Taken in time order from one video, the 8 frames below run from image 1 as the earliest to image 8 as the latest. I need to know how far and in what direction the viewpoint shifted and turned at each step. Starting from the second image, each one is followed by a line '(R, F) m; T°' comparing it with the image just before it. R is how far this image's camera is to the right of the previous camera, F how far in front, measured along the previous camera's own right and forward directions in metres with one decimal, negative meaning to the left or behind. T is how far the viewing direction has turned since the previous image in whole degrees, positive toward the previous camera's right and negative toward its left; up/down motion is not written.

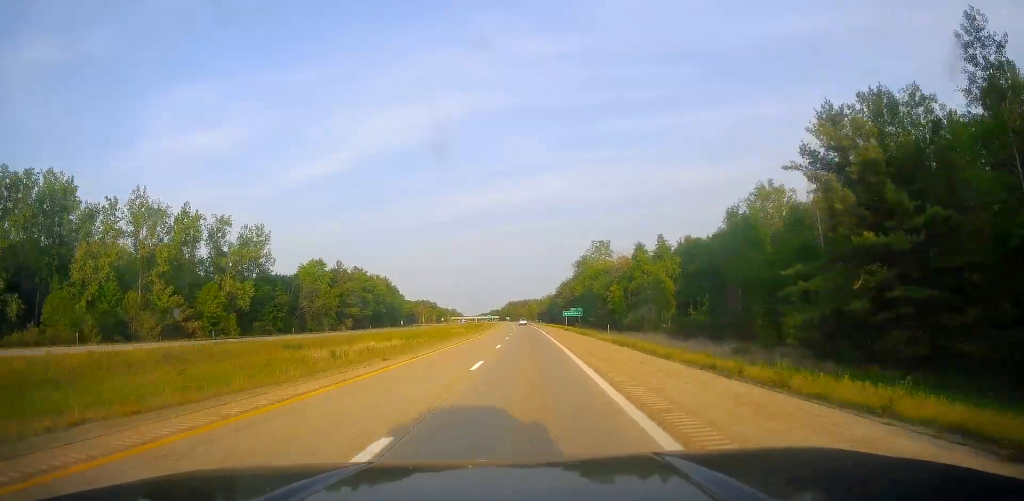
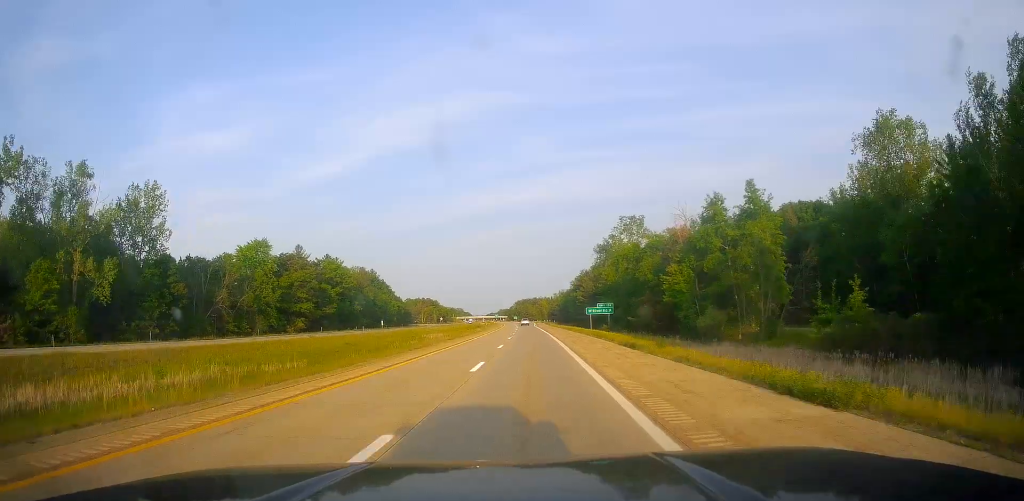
(-0.1, +45.7) m; -1°
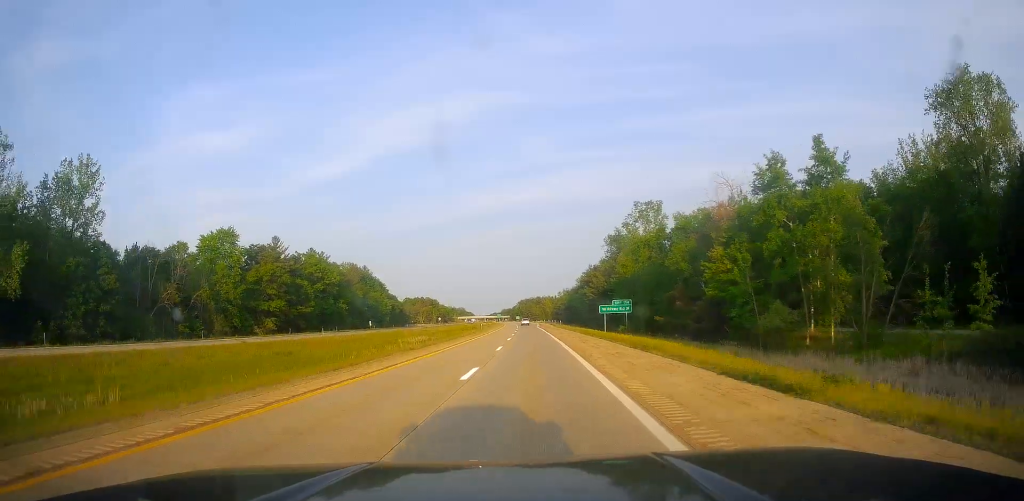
(-0.2, +18.0) m; 0°
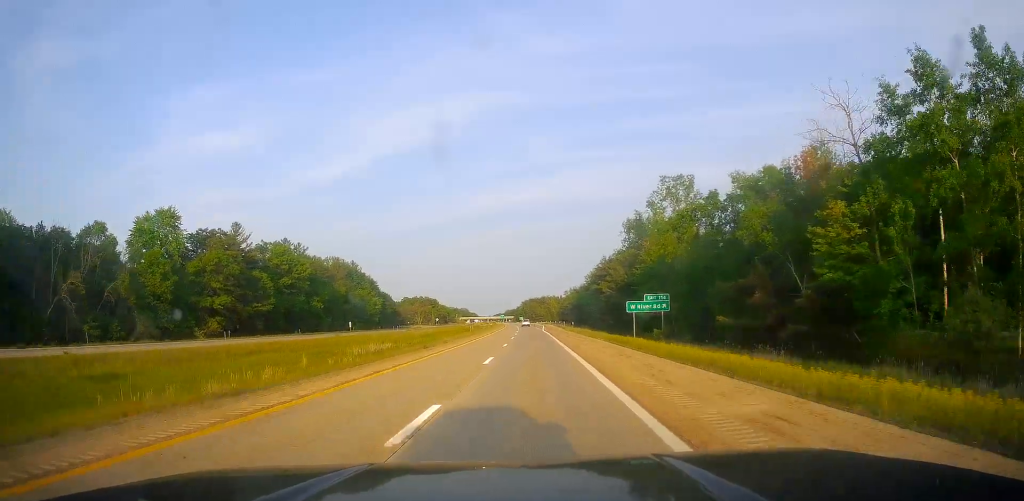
(-0.3, +23.9) m; 0°
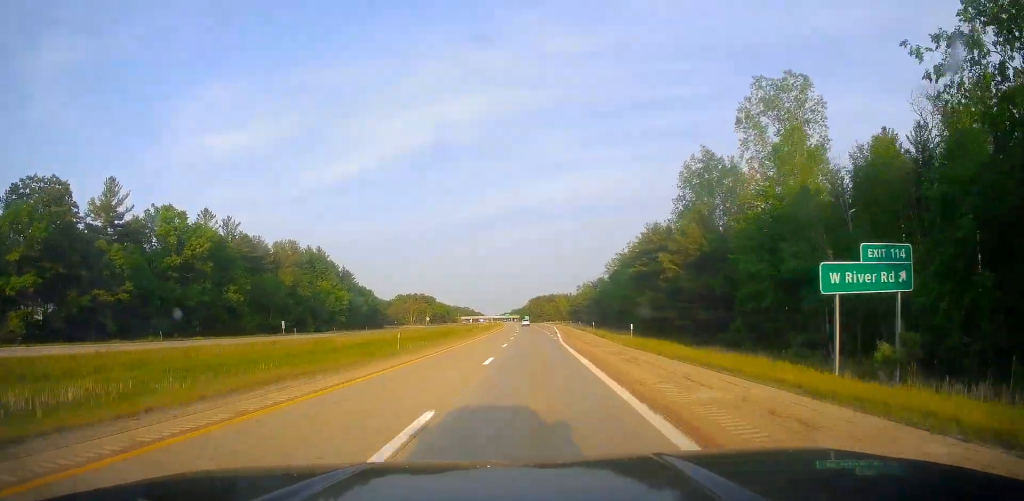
(0.0, +46.7) m; 0°
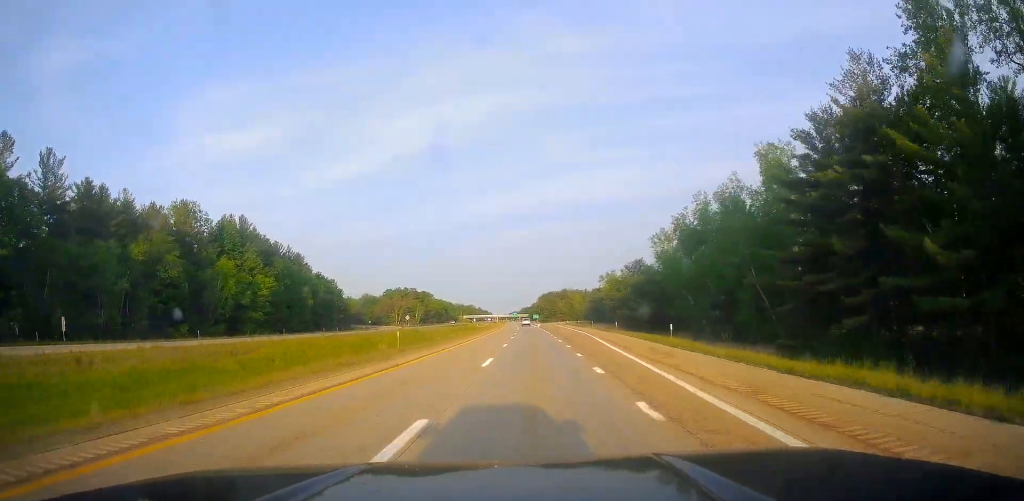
(-0.5, +60.9) m; -2°
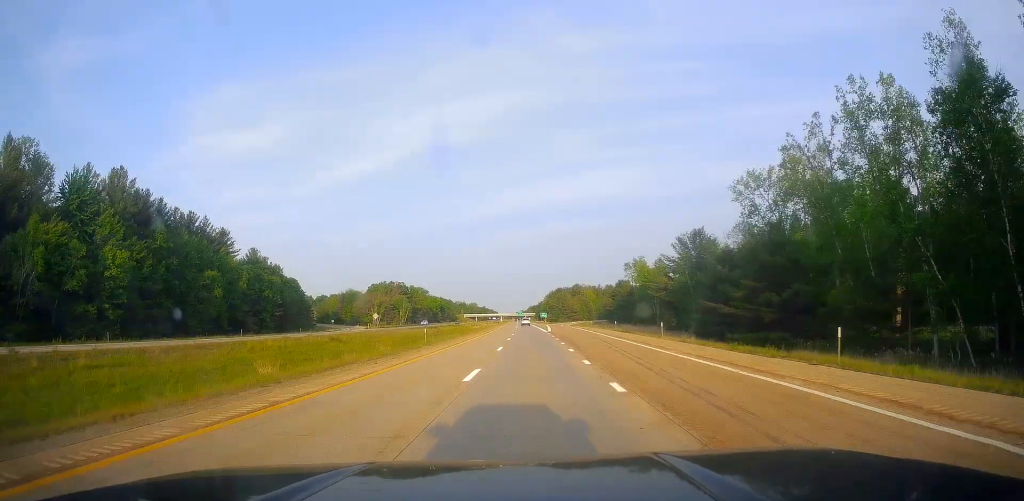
(-0.9, +50.2) m; -1°
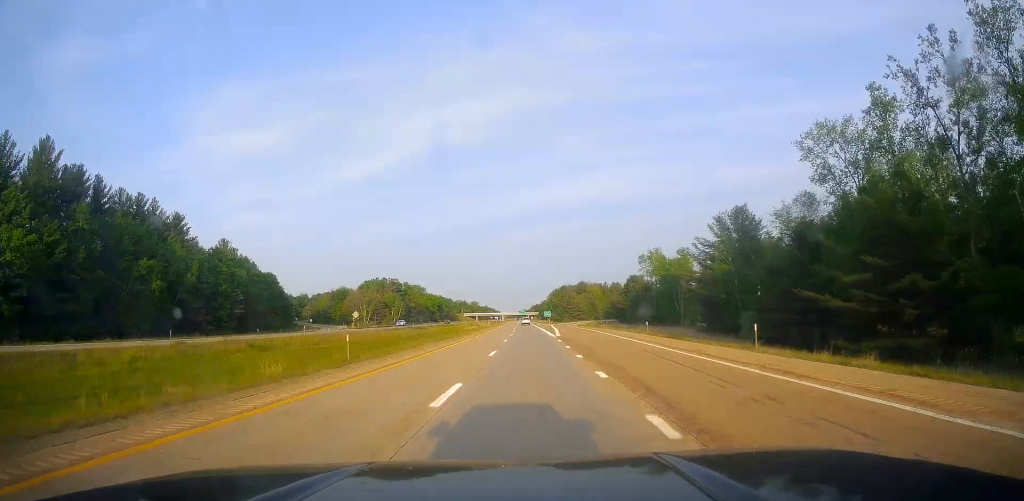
(0.0, +20.4) m; 0°
